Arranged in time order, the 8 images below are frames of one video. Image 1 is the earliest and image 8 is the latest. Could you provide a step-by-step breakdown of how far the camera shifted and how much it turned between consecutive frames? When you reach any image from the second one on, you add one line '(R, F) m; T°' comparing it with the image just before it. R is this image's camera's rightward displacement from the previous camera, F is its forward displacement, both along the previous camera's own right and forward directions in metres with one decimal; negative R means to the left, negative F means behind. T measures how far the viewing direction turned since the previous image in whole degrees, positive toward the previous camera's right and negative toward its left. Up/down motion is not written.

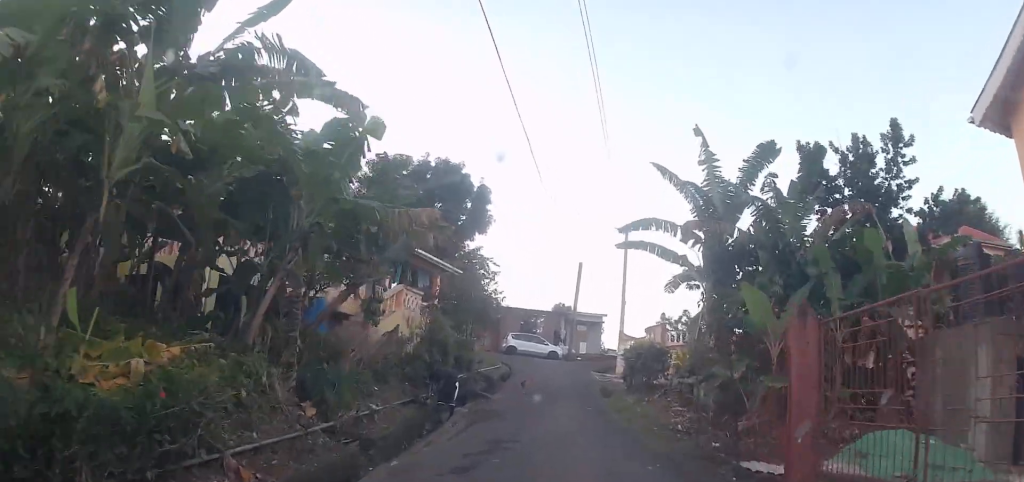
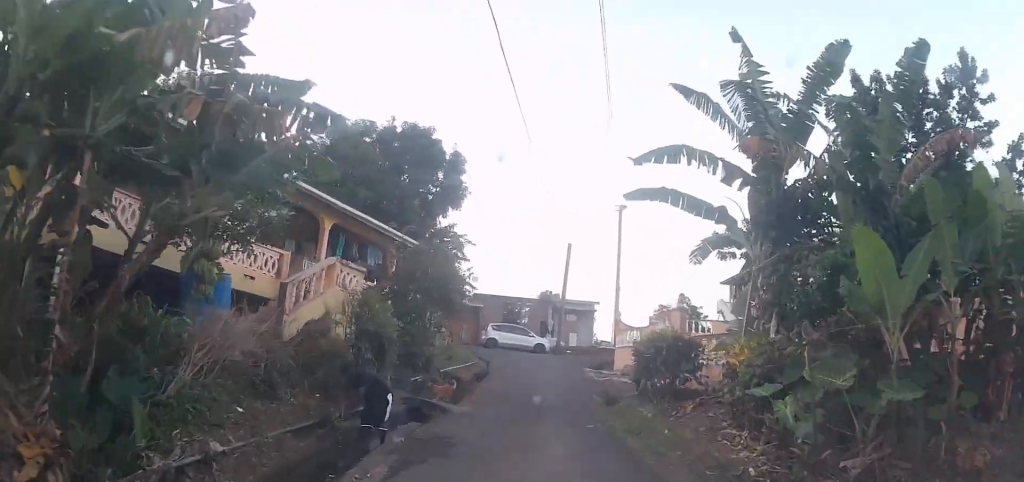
(-0.1, +4.0) m; -1°
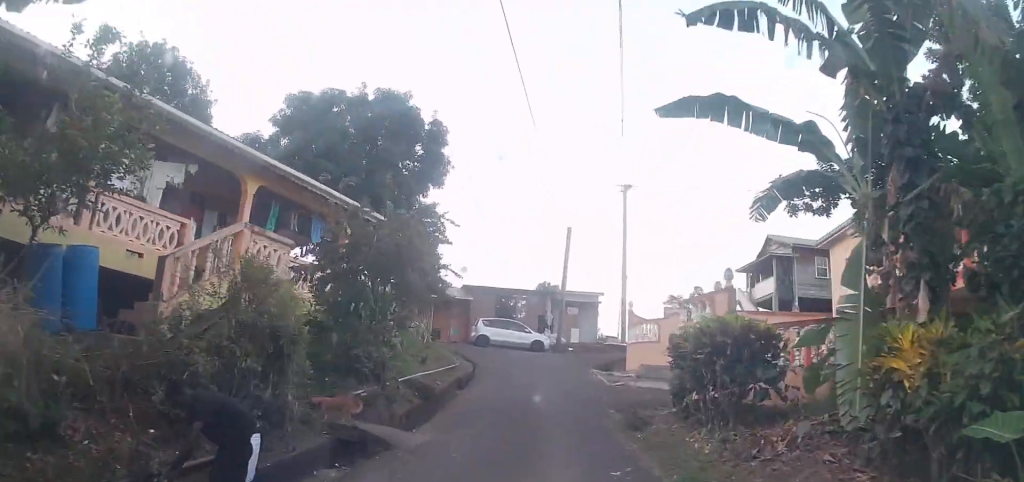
(+0.1, +3.7) m; 0°
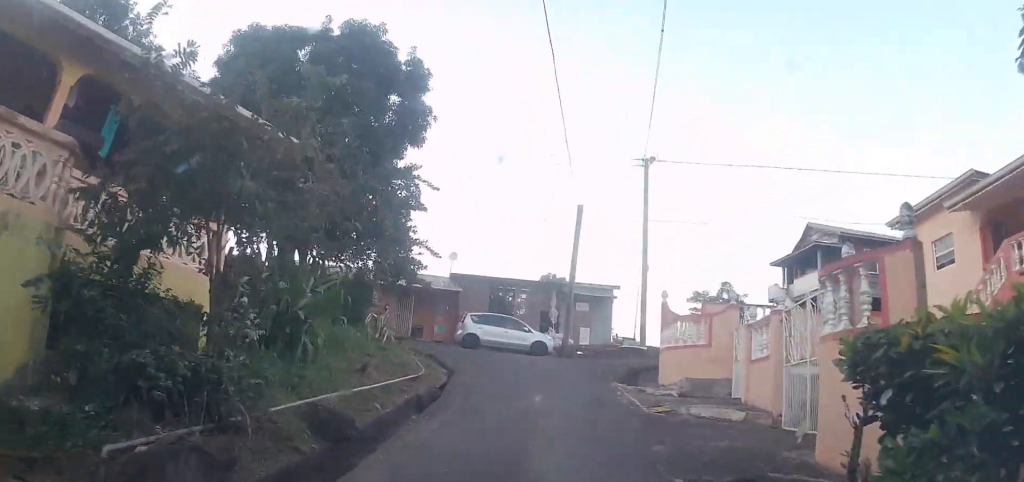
(-0.2, +5.3) m; +3°
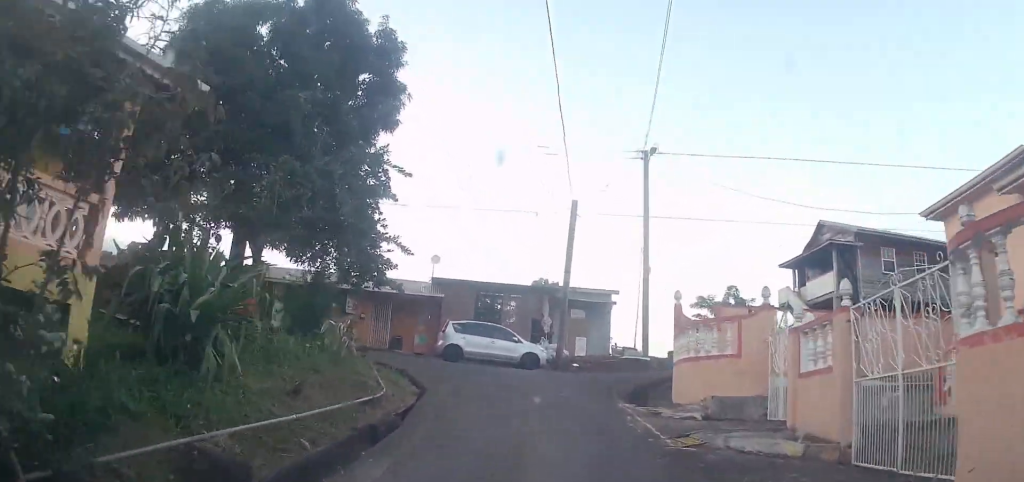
(+0.3, +2.6) m; 0°
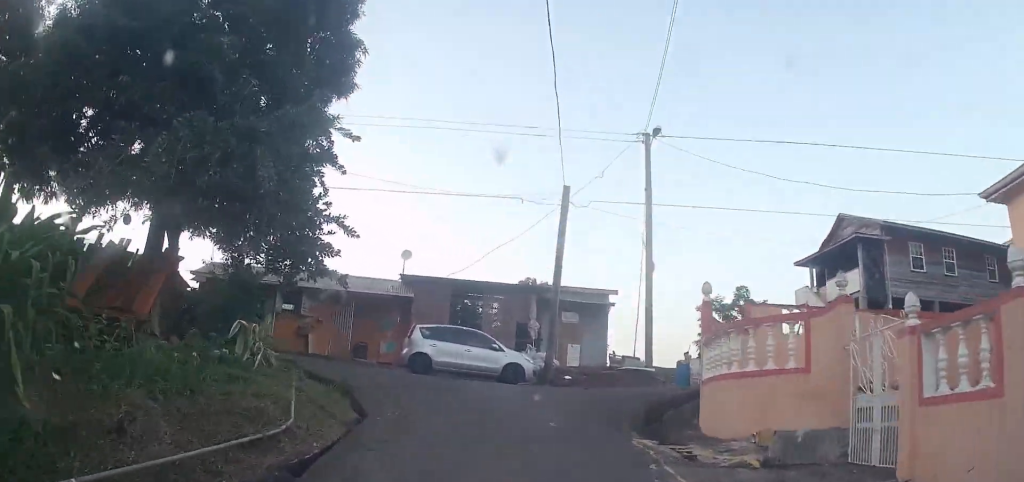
(+0.2, +3.6) m; -1°
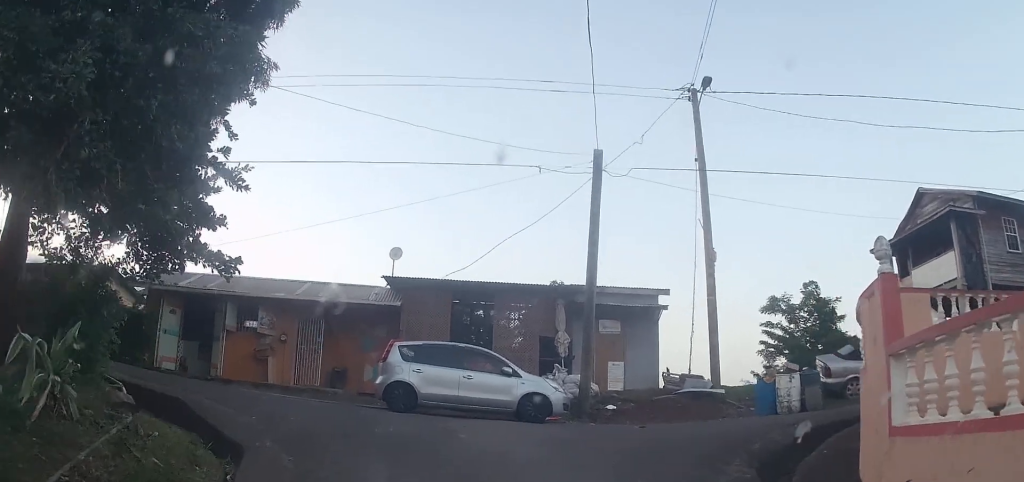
(-0.4, +5.1) m; -3°
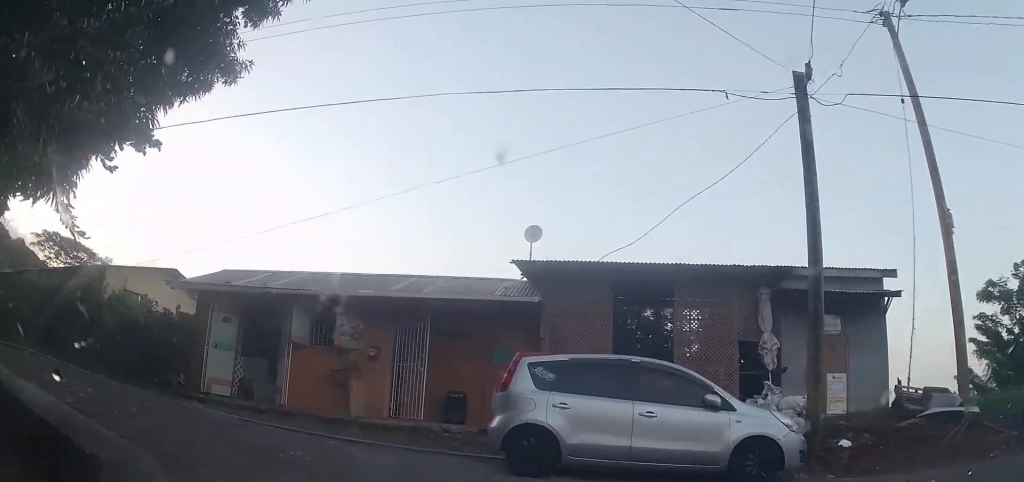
(+0.1, +4.9) m; 0°
